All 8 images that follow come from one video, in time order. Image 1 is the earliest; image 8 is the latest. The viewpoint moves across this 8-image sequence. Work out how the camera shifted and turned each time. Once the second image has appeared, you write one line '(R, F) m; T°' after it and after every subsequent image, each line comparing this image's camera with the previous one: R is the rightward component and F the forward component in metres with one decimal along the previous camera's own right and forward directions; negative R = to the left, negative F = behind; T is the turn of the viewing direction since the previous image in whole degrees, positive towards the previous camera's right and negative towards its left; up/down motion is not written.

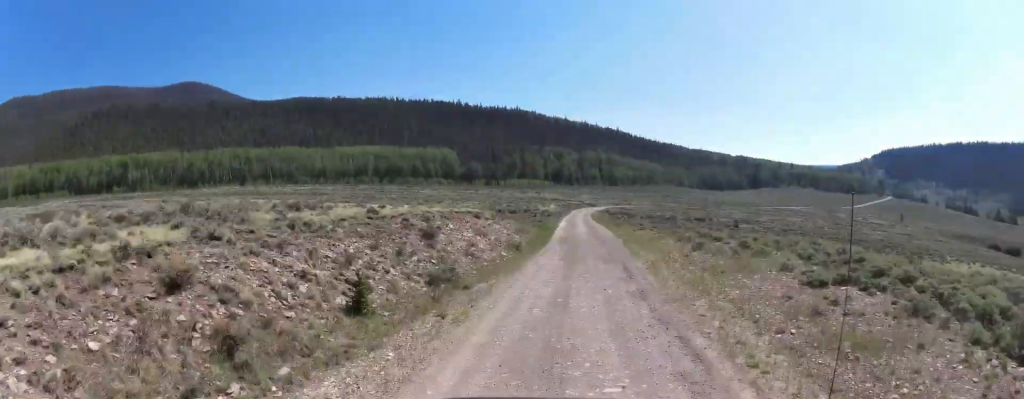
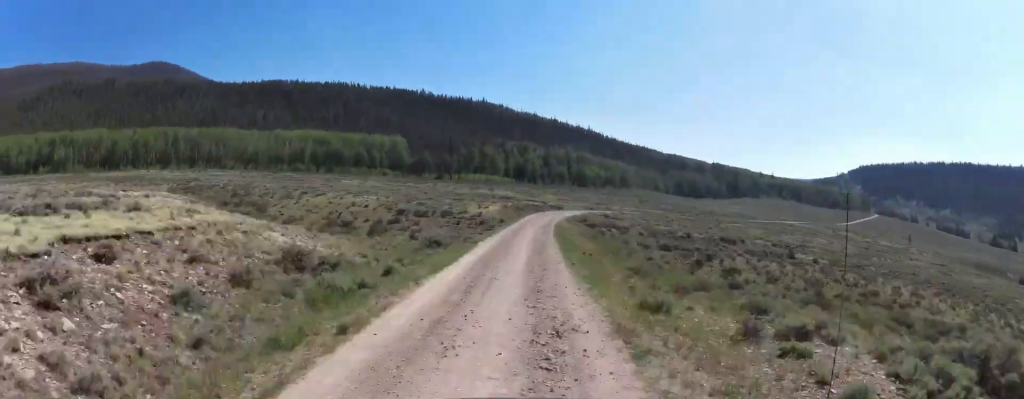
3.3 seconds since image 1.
(+2.5, +35.9) m; +10°
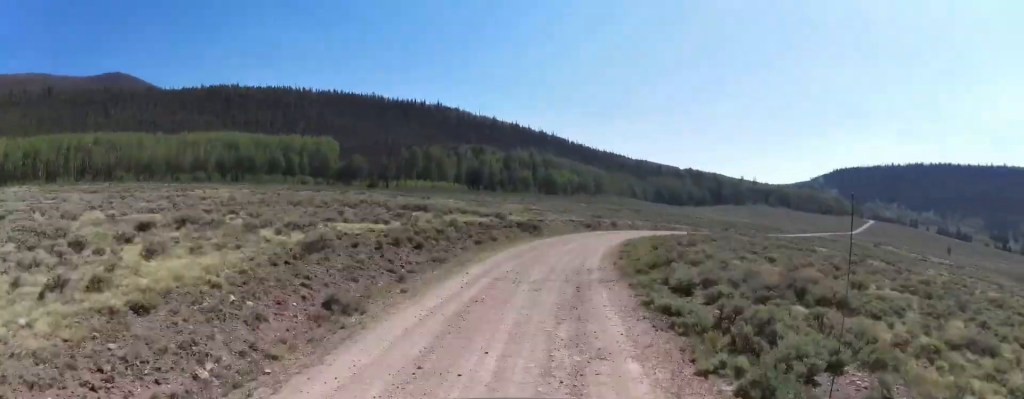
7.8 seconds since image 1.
(+3.9, +53.2) m; +14°
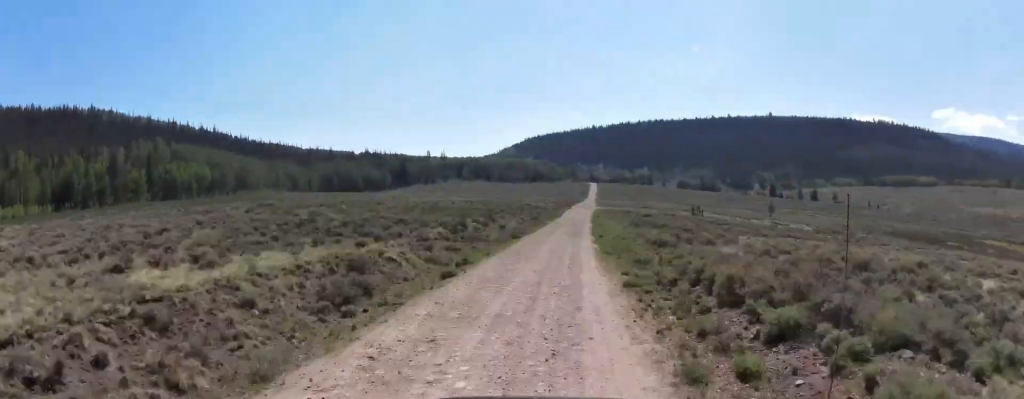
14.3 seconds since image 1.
(+16.5, +80.3) m; +15°
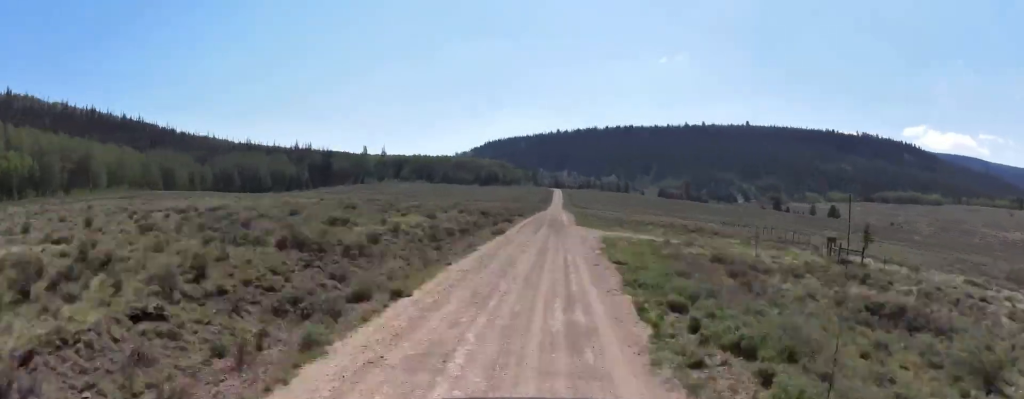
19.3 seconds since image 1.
(+7.0, +69.4) m; +6°
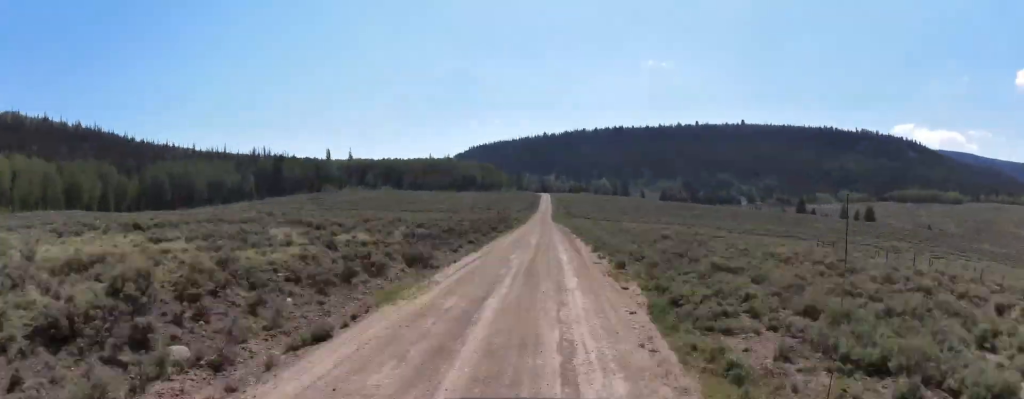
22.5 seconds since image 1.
(+0.4, +47.7) m; 0°
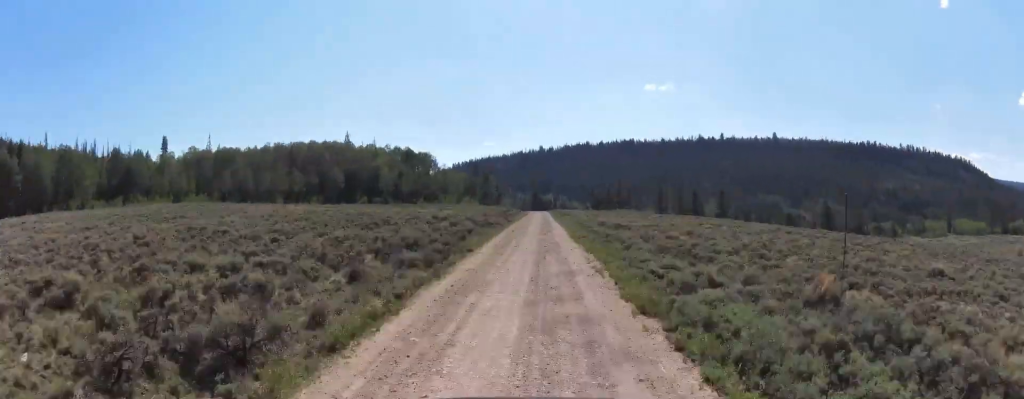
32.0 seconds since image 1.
(+1.1, +142.1) m; -1°
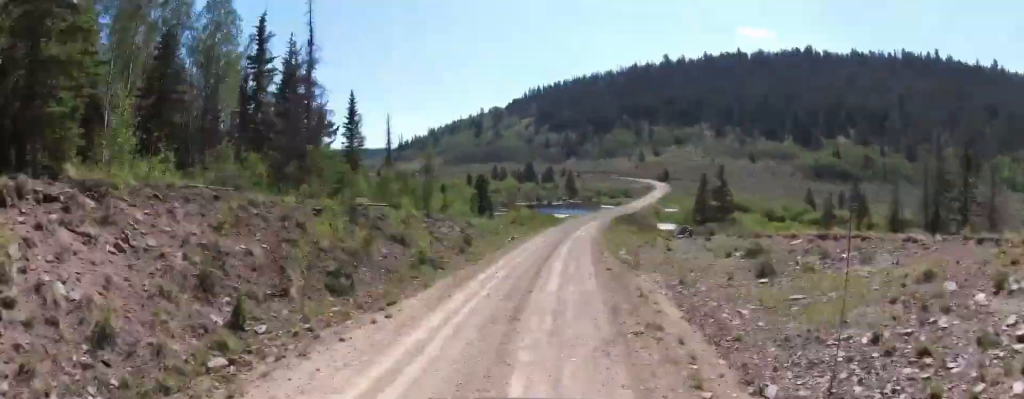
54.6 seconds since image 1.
(-38.8, +307.6) m; -2°
